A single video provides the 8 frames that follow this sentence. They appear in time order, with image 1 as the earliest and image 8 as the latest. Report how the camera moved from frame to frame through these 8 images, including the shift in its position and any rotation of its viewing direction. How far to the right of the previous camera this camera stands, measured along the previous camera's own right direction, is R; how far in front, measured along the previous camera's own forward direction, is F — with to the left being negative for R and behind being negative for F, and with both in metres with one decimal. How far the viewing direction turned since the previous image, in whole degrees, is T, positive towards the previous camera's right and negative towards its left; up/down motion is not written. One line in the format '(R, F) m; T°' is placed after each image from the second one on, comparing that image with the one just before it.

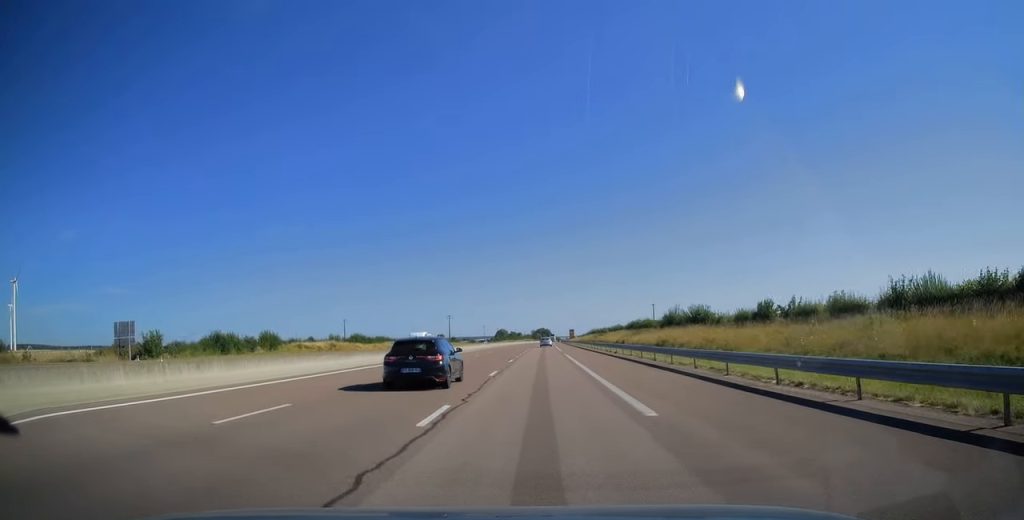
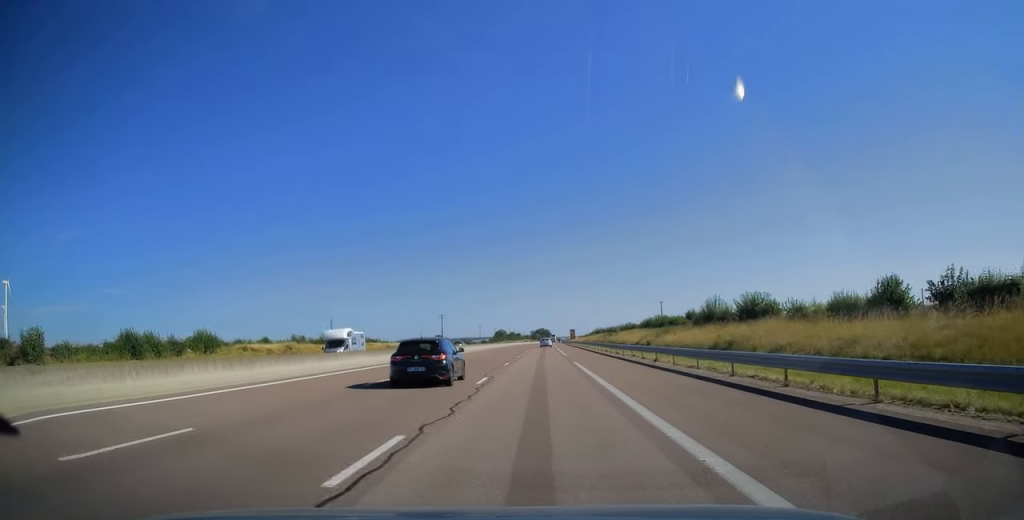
(-0.1, +16.8) m; 0°
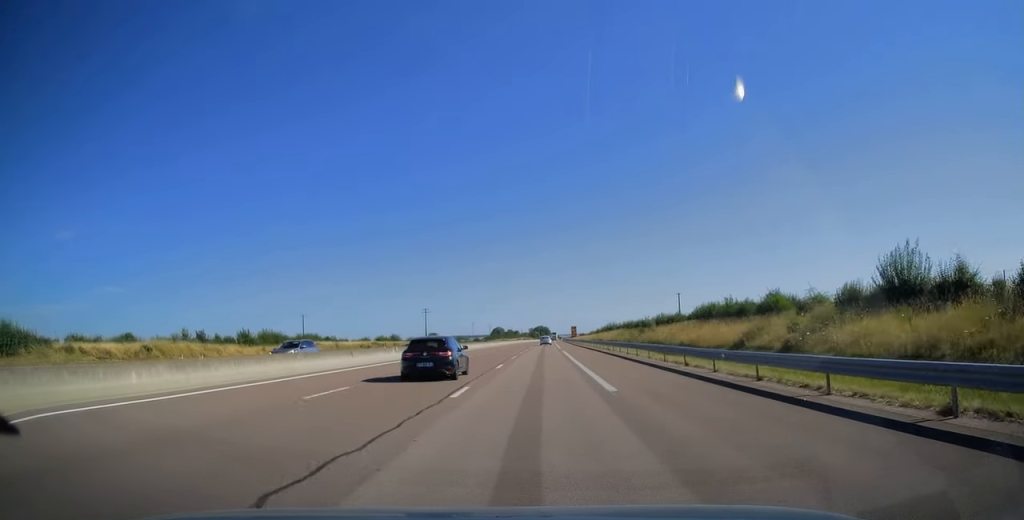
(+0.2, +30.4) m; 0°
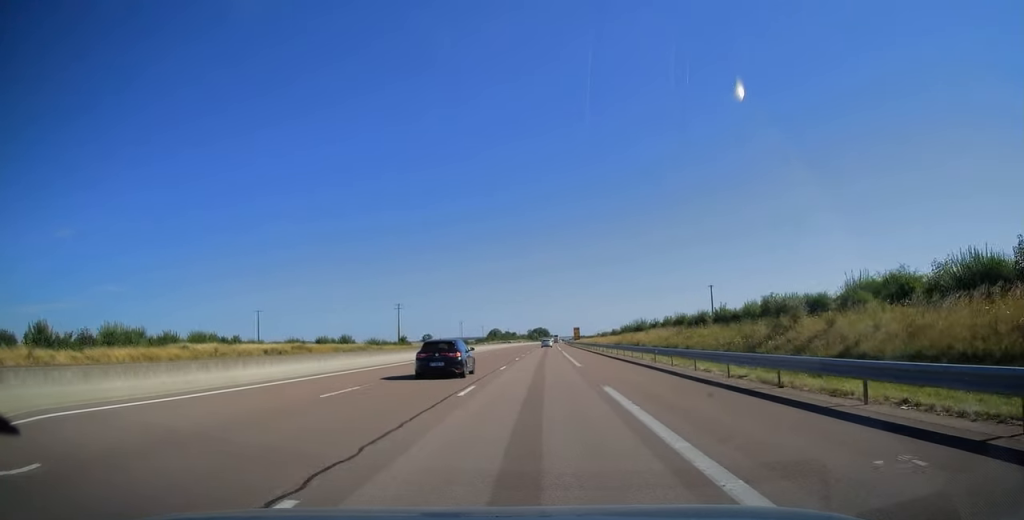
(0.0, +37.5) m; 0°
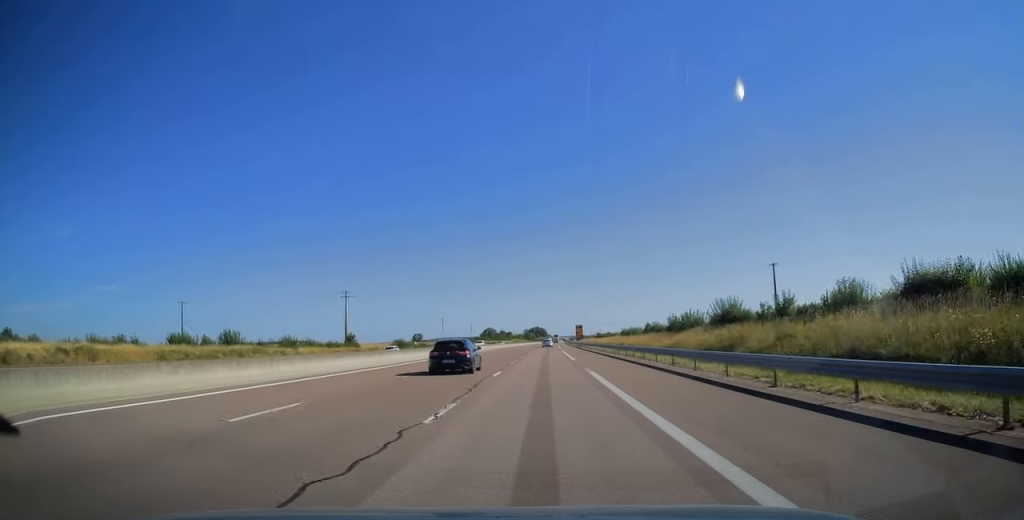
(+0.1, +43.6) m; 0°
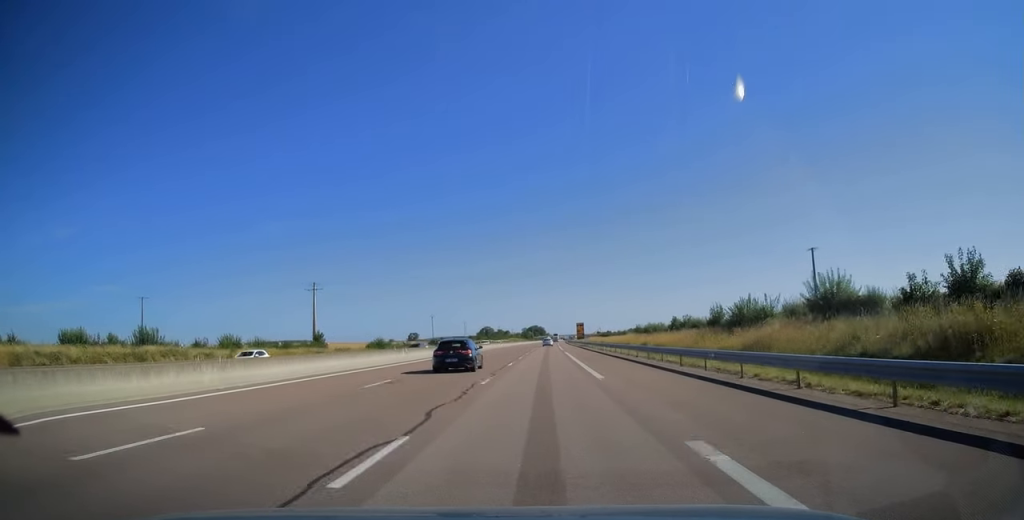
(0.0, +17.3) m; 0°
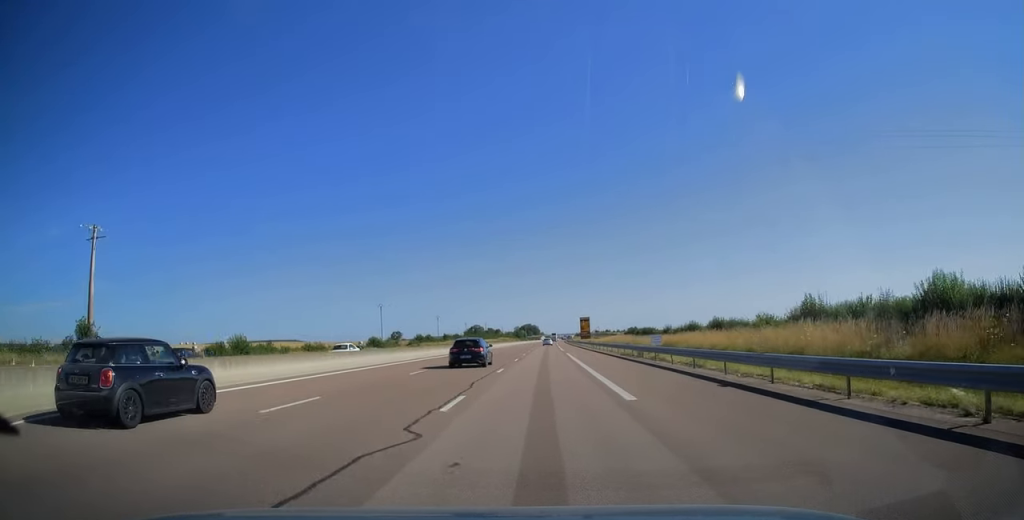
(0.0, +58.5) m; 0°
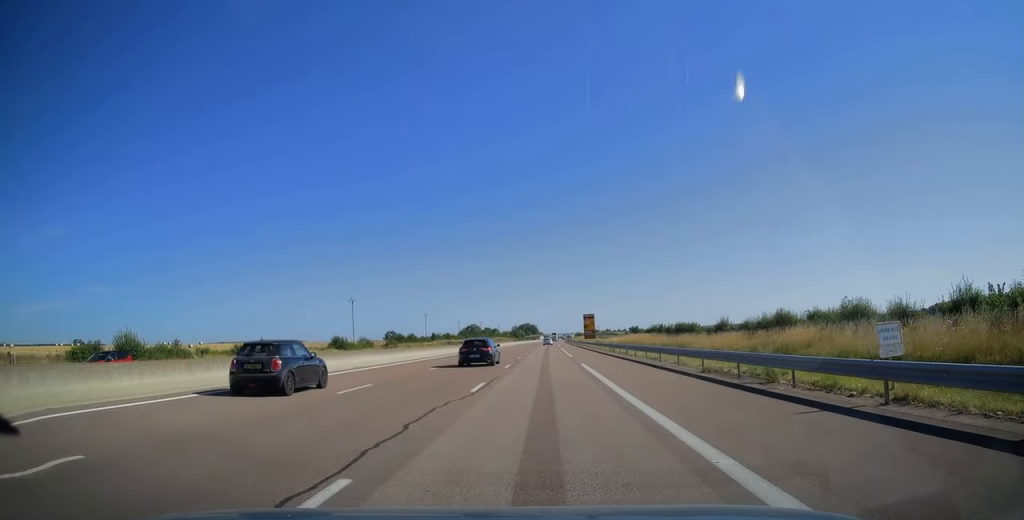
(+0.1, +21.3) m; 0°
